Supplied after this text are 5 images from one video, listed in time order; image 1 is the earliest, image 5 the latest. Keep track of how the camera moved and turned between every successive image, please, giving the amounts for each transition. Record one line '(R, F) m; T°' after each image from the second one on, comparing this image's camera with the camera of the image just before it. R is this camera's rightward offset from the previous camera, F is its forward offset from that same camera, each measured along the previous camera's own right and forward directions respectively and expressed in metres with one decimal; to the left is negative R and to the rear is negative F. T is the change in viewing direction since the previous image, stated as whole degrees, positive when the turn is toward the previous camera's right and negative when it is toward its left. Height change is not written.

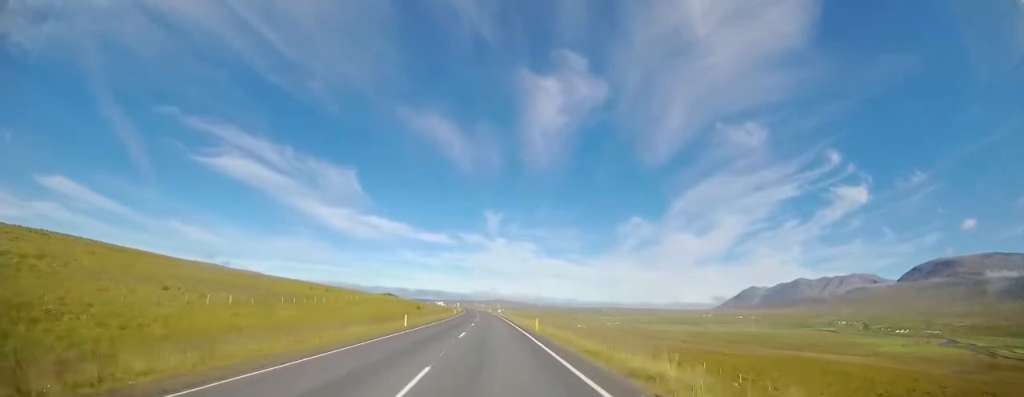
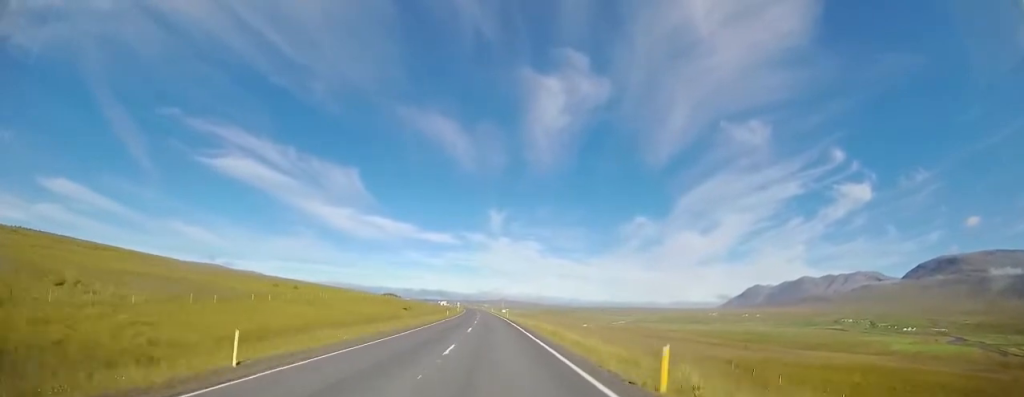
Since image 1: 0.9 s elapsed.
(-0.1, +18.4) m; 0°
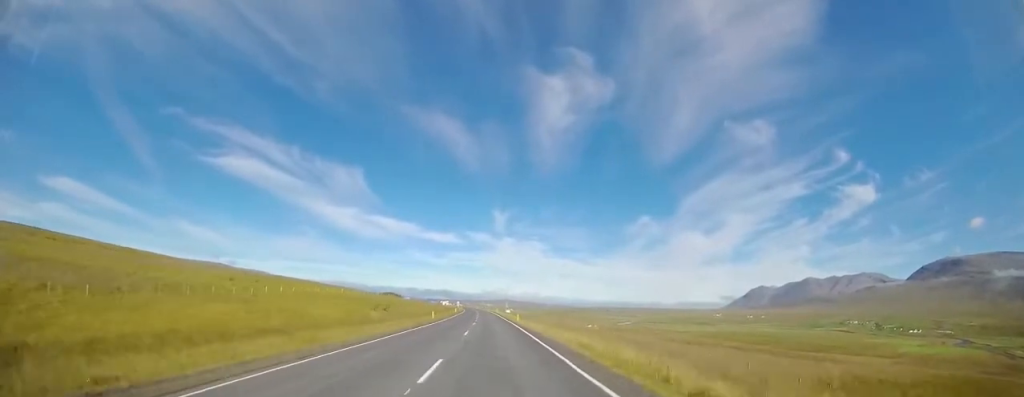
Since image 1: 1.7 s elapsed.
(0.0, +16.3) m; 0°
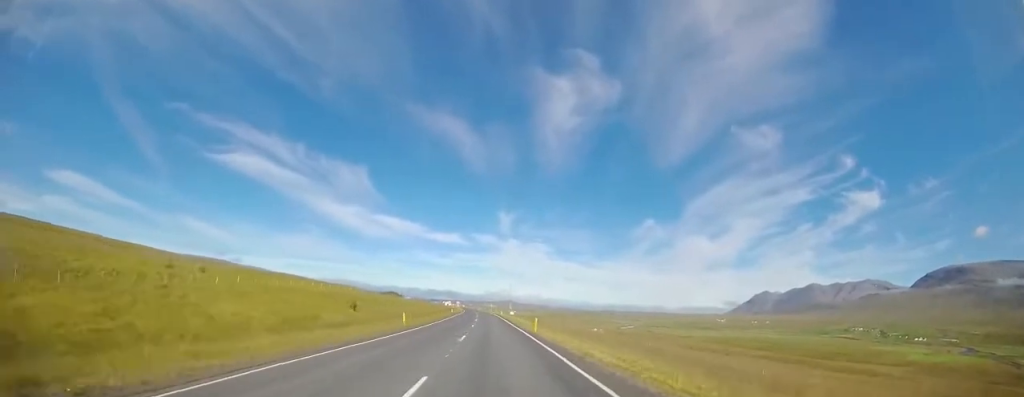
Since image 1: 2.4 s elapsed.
(-0.1, +14.4) m; -1°
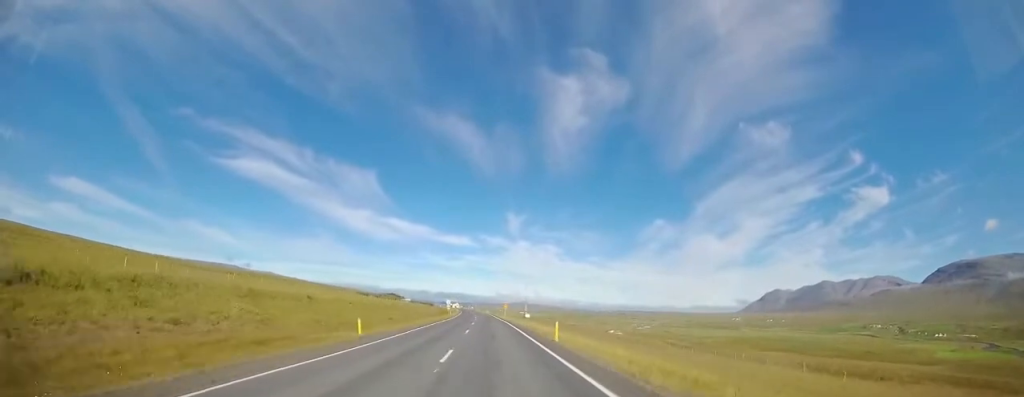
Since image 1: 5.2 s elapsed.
(-1.3, +53.2) m; -2°
